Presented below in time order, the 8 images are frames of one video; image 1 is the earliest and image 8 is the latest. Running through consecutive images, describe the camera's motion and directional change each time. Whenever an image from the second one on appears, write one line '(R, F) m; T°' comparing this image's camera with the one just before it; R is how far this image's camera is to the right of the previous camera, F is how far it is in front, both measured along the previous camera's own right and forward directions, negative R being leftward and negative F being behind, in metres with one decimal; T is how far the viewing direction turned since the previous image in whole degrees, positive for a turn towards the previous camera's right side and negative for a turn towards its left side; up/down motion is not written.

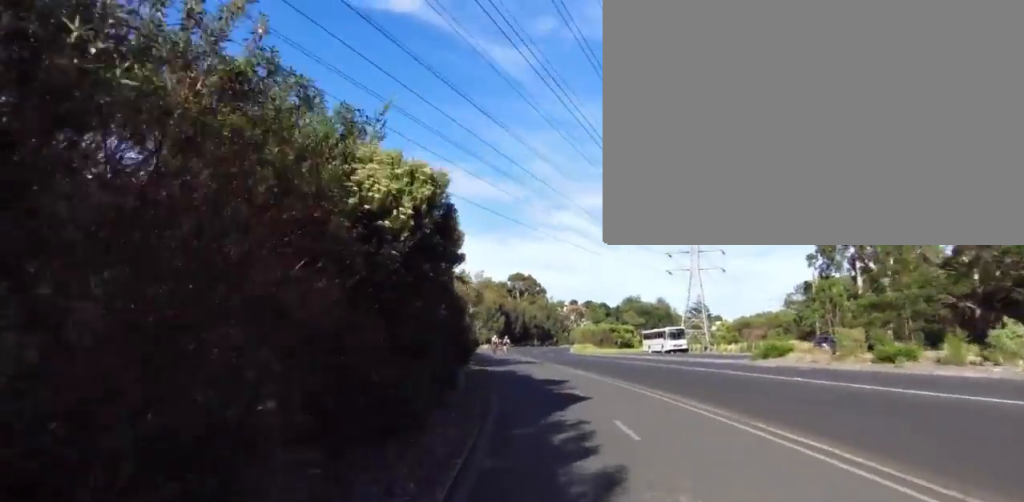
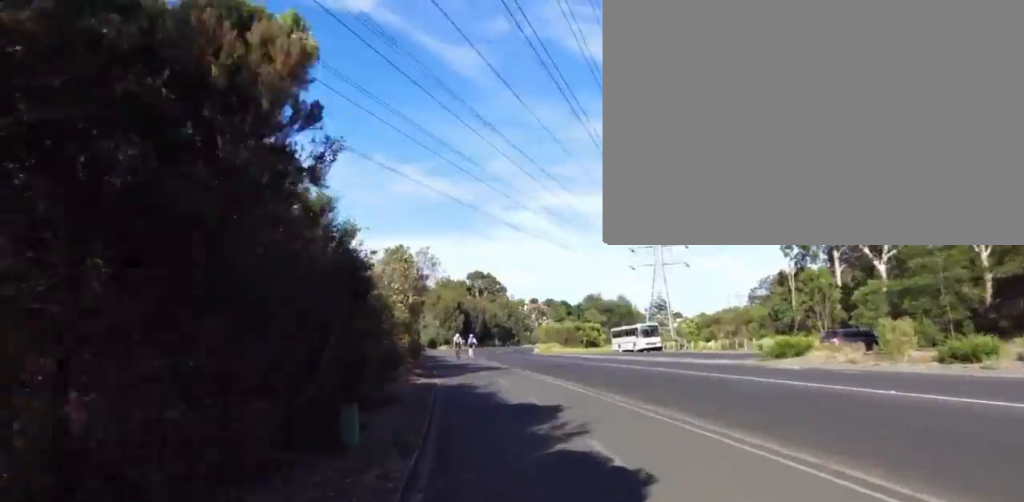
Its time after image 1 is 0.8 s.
(-0.1, +6.8) m; +4°
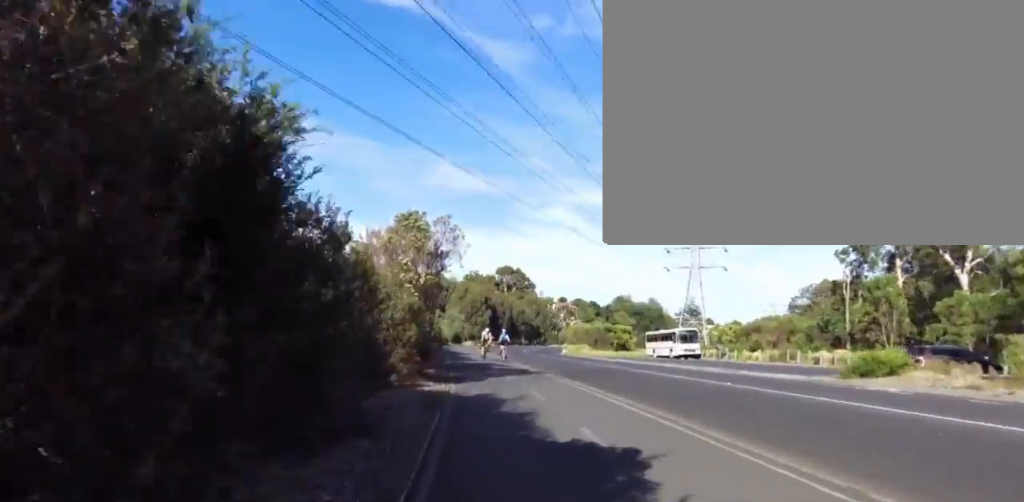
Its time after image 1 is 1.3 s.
(-0.2, +3.9) m; +3°
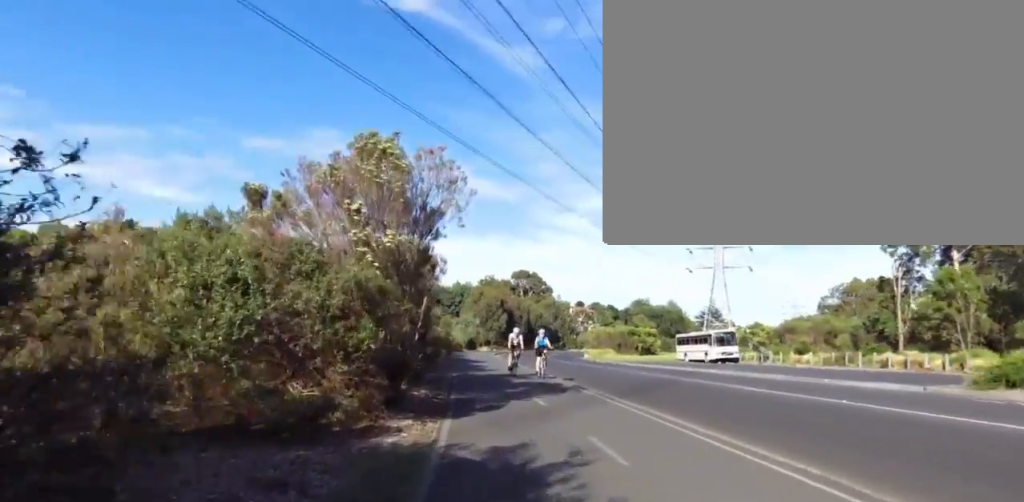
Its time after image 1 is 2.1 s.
(+1.0, +5.8) m; 0°
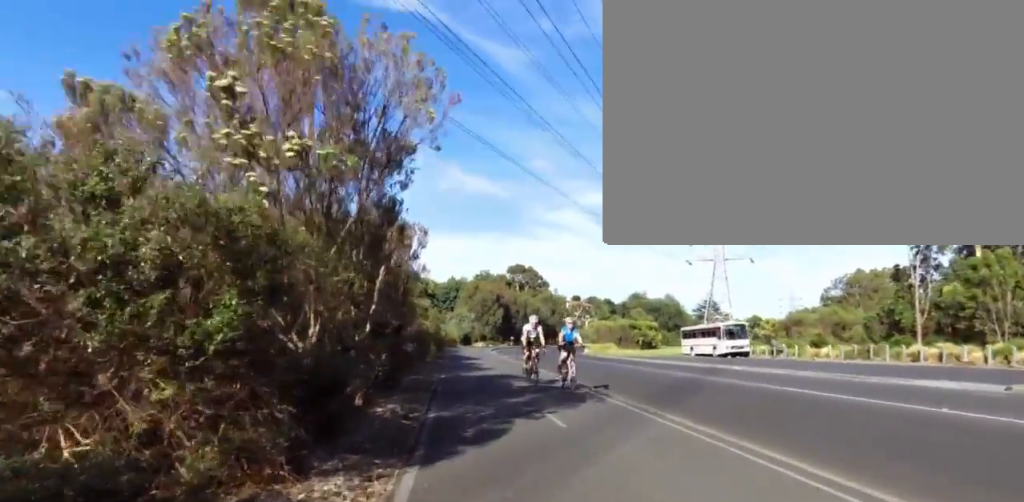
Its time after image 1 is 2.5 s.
(-0.1, +3.5) m; -3°
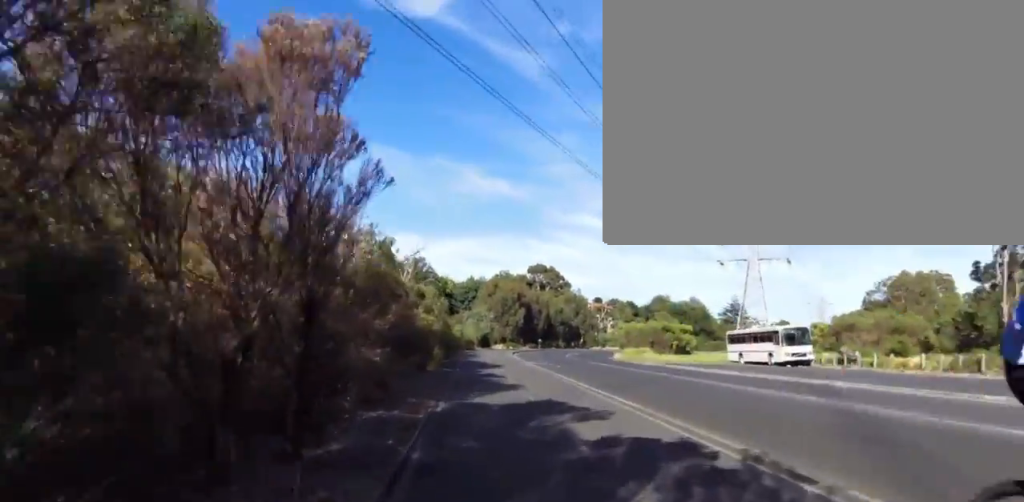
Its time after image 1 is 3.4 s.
(-1.0, +7.4) m; -9°
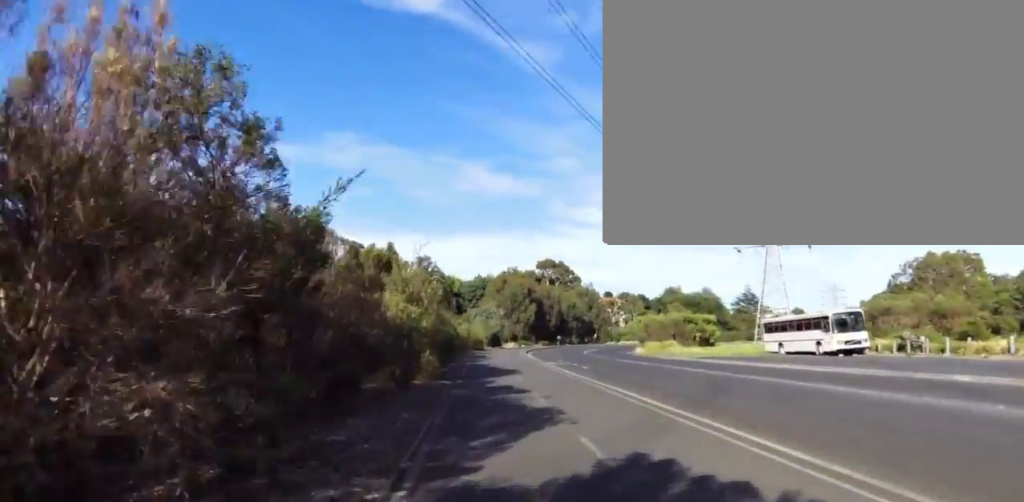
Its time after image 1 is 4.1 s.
(0.0, +6.1) m; -7°
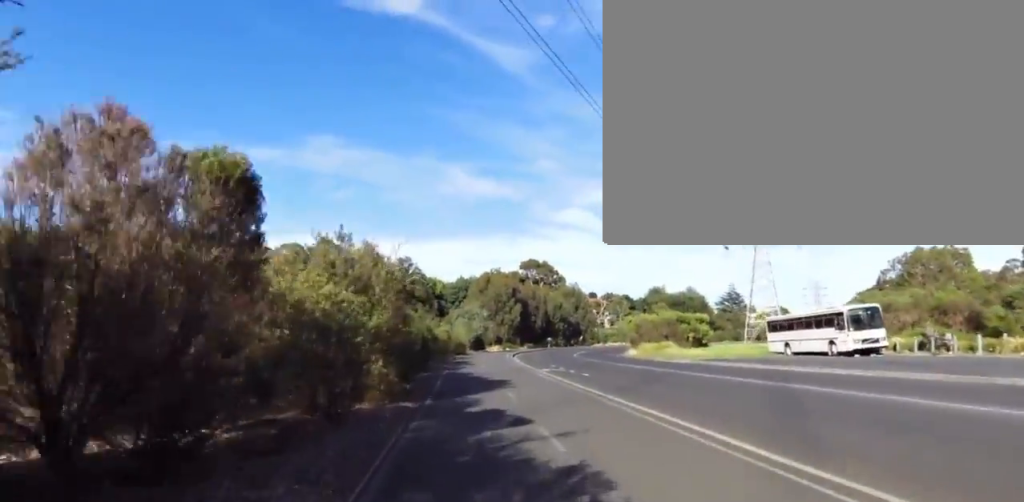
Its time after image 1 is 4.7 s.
(-0.4, +4.4) m; -1°
